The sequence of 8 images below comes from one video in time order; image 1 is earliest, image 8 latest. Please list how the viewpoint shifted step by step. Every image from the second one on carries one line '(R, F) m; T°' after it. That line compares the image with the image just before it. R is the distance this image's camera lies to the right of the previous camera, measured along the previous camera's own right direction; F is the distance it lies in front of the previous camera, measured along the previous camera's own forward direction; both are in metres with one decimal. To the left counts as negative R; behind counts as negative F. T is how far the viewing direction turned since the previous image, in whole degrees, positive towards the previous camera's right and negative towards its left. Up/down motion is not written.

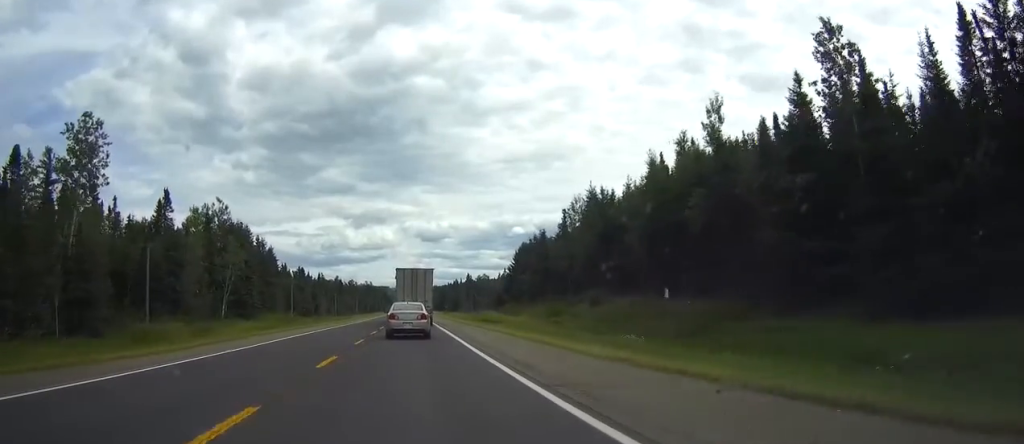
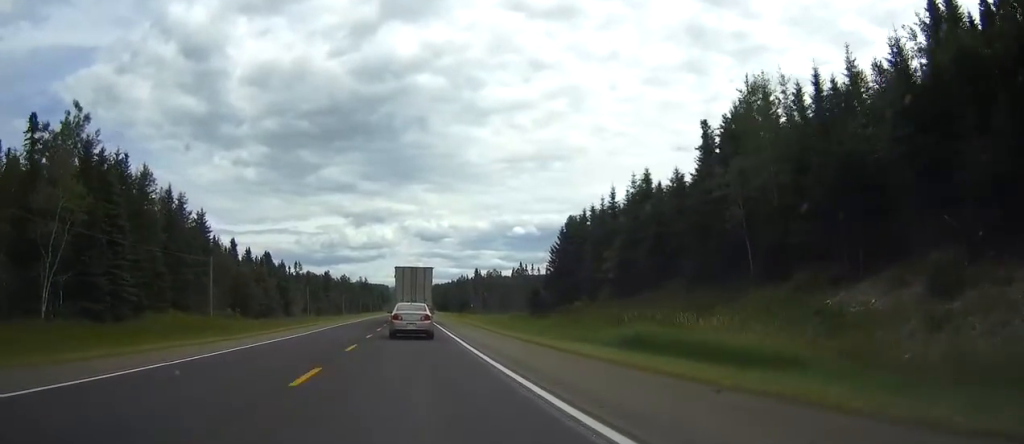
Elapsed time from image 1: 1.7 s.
(0.0, +47.8) m; 0°
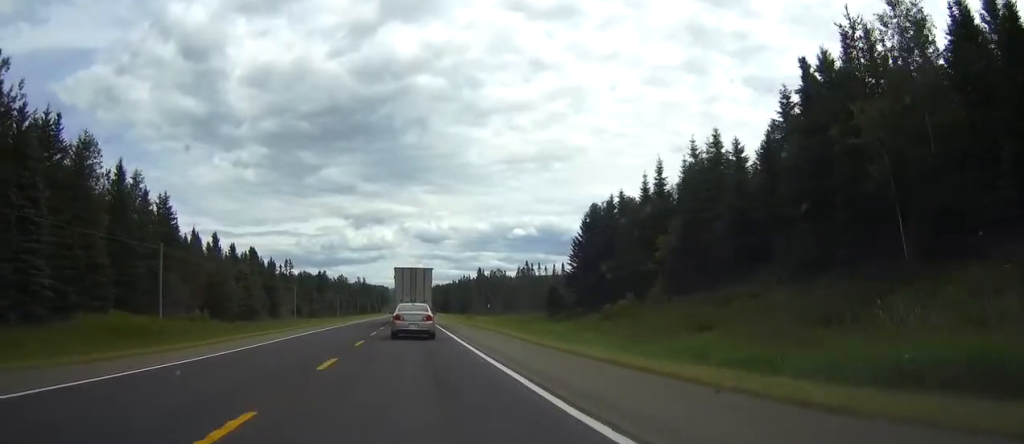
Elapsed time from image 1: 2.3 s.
(-0.1, +14.7) m; 0°
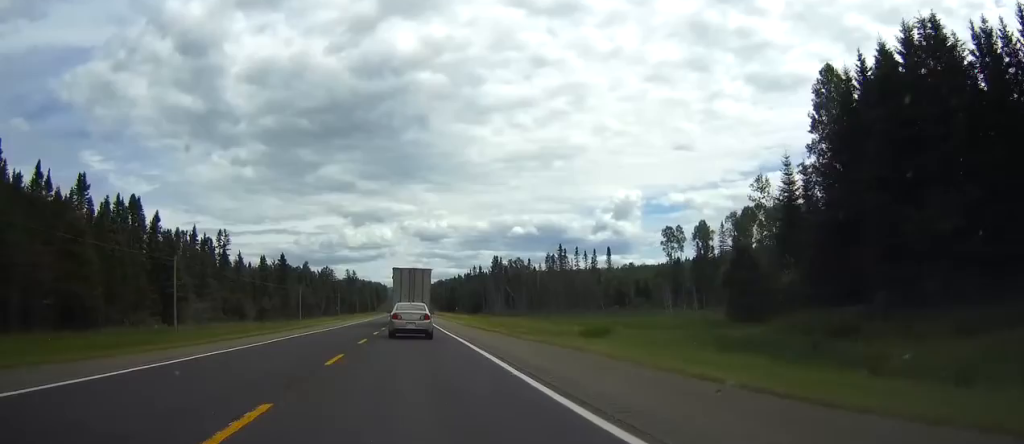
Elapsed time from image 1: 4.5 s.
(+0.3, +61.2) m; 0°
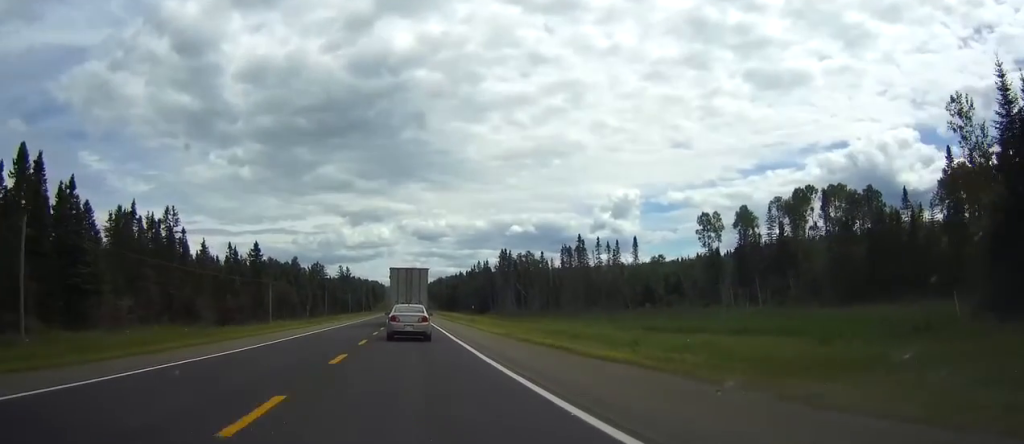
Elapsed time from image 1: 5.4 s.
(-0.1, +25.4) m; 0°
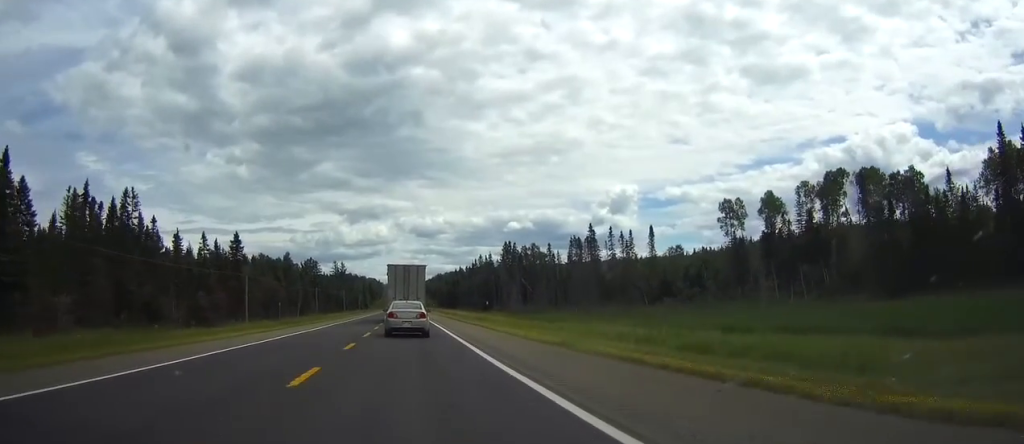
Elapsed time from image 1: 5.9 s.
(0.0, +13.6) m; 0°
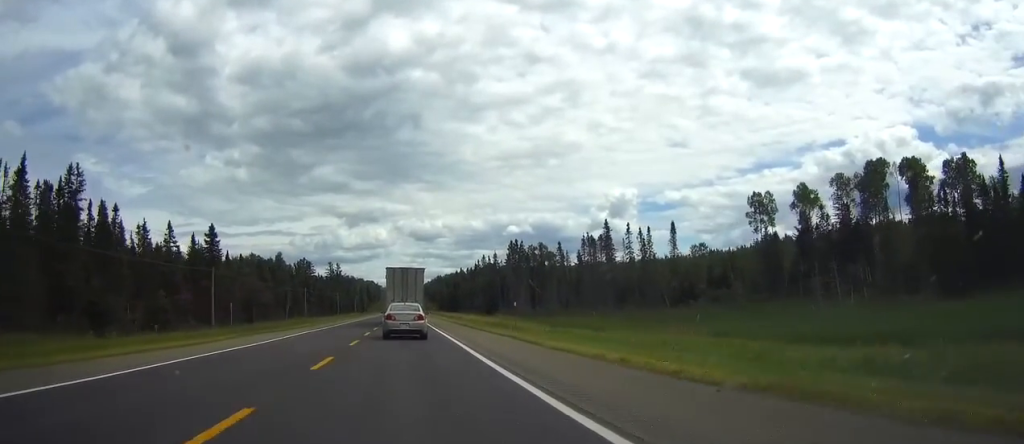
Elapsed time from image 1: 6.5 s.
(0.0, +14.4) m; 0°
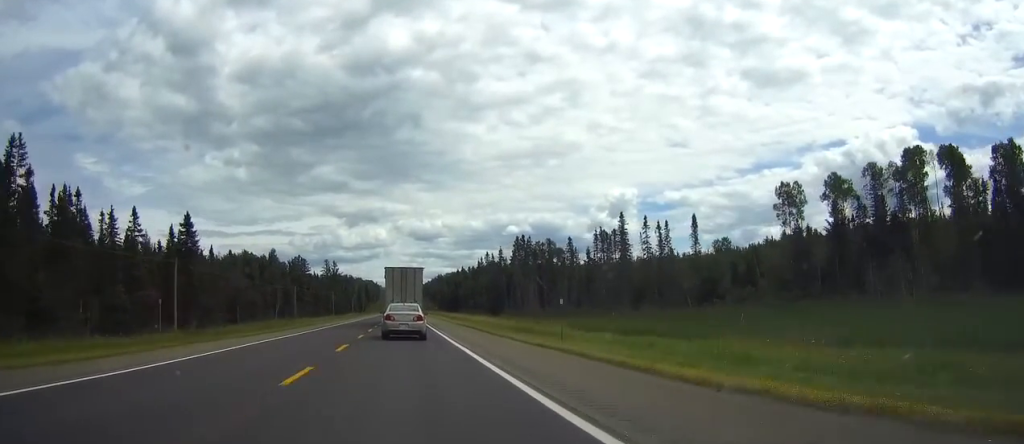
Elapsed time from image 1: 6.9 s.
(+0.1, +11.7) m; 0°
